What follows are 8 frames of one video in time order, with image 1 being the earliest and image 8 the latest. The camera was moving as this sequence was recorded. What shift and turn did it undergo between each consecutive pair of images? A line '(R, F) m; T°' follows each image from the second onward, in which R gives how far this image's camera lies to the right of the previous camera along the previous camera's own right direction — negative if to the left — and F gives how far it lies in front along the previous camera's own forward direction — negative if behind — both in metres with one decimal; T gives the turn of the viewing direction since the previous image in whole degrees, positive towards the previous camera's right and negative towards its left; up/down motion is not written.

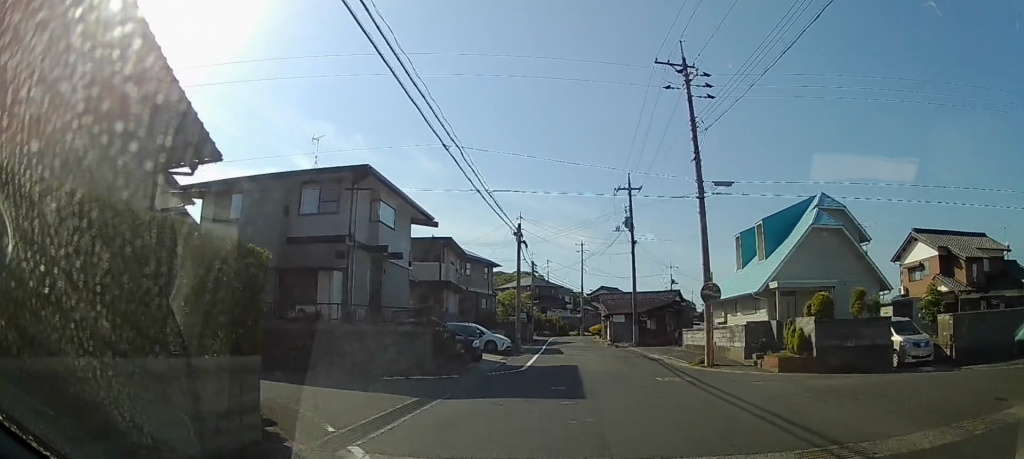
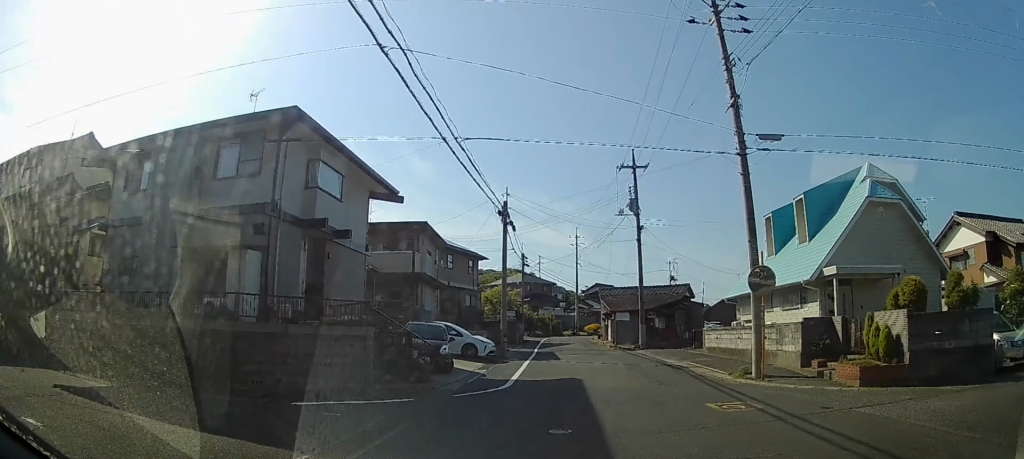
(-0.2, +6.4) m; 0°
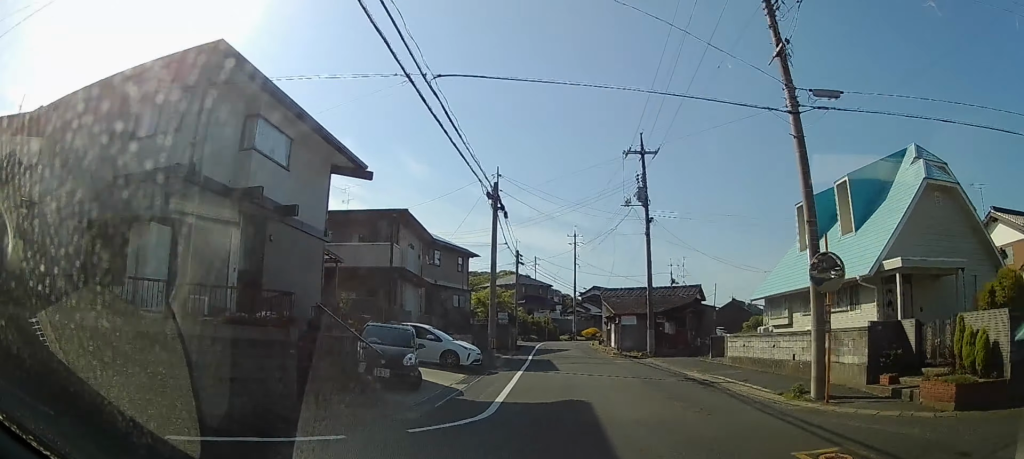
(-0.1, +5.0) m; 0°
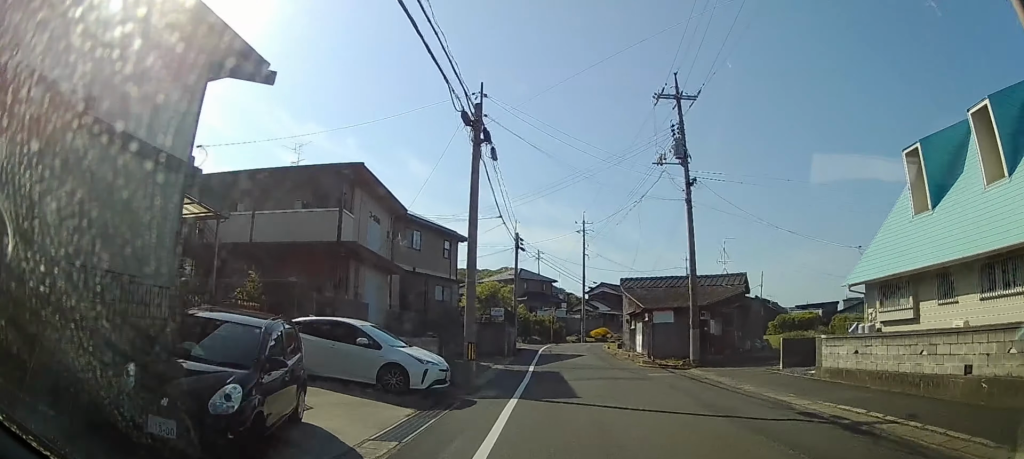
(+0.3, +8.6) m; 0°
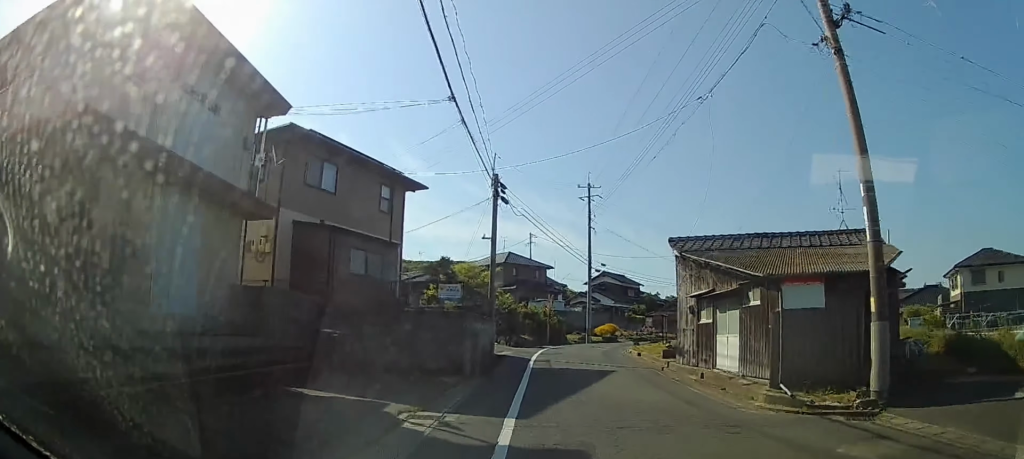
(-0.4, +14.7) m; -1°
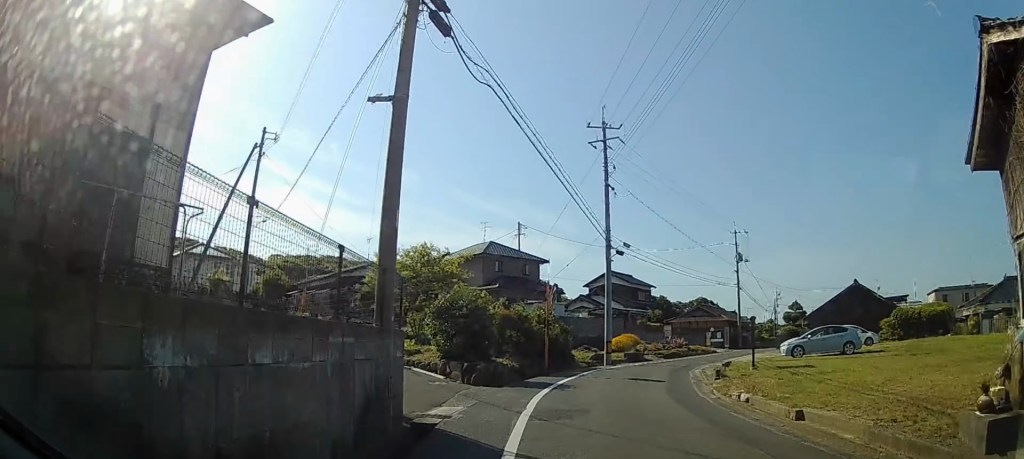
(+0.2, +18.1) m; +1°
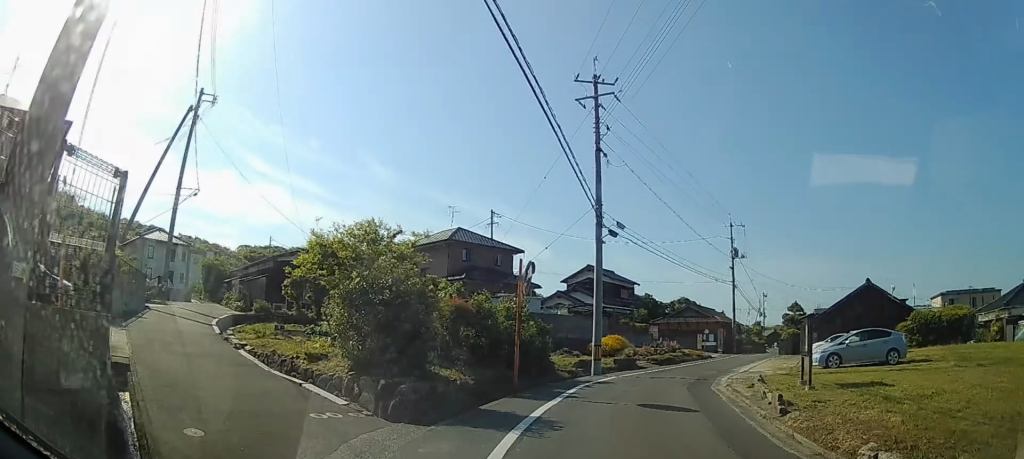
(-0.1, +7.0) m; +1°
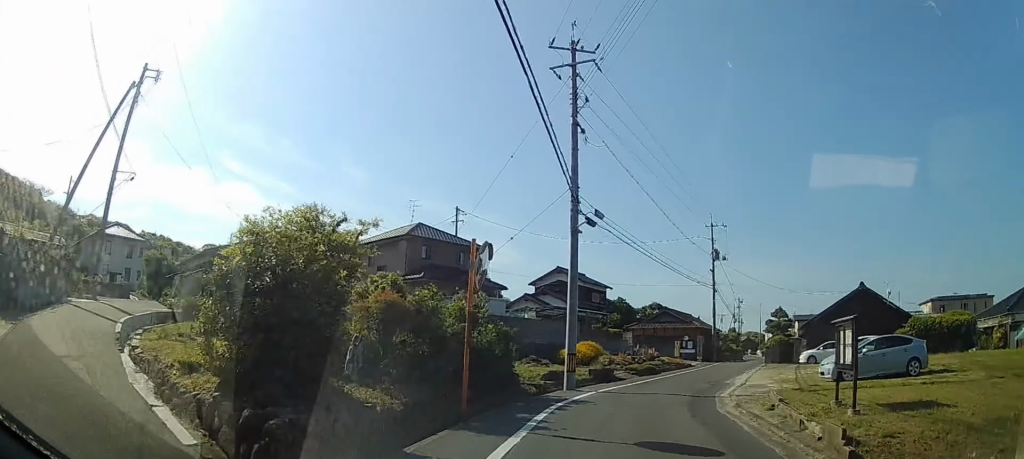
(+0.1, +3.8) m; +3°
